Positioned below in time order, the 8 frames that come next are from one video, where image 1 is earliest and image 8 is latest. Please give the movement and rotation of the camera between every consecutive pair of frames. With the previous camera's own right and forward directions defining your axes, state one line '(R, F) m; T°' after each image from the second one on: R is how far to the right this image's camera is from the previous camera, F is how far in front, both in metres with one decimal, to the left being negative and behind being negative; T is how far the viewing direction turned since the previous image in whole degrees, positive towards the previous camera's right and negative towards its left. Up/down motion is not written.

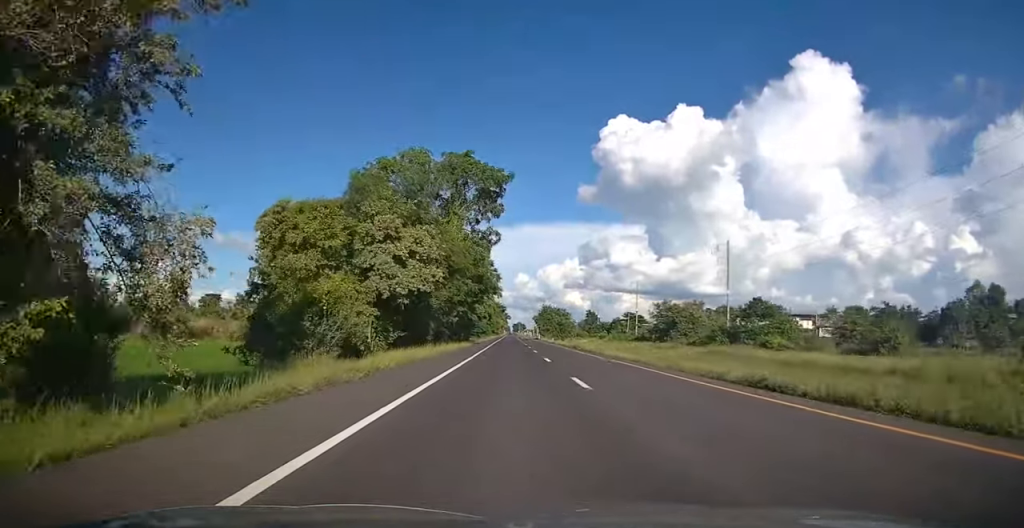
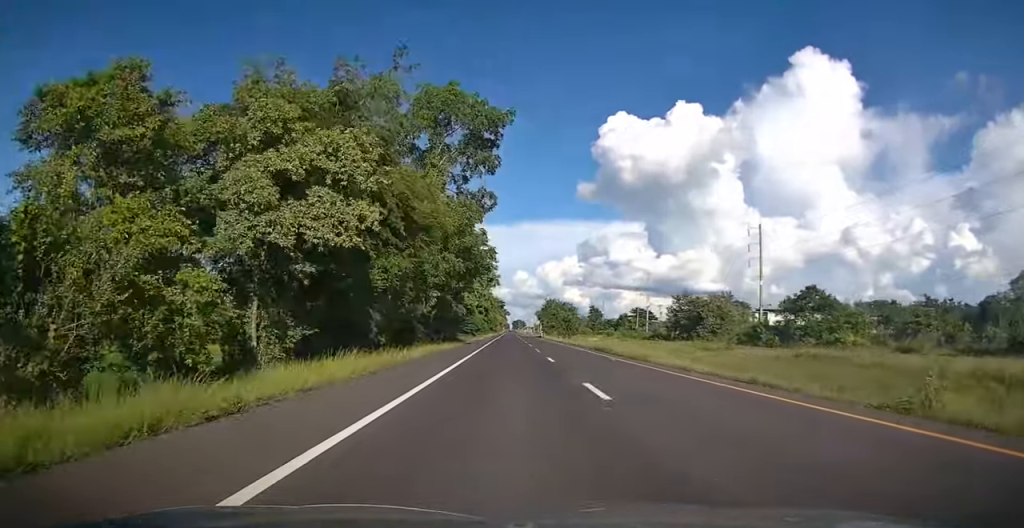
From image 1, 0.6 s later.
(-0.1, +14.6) m; 0°
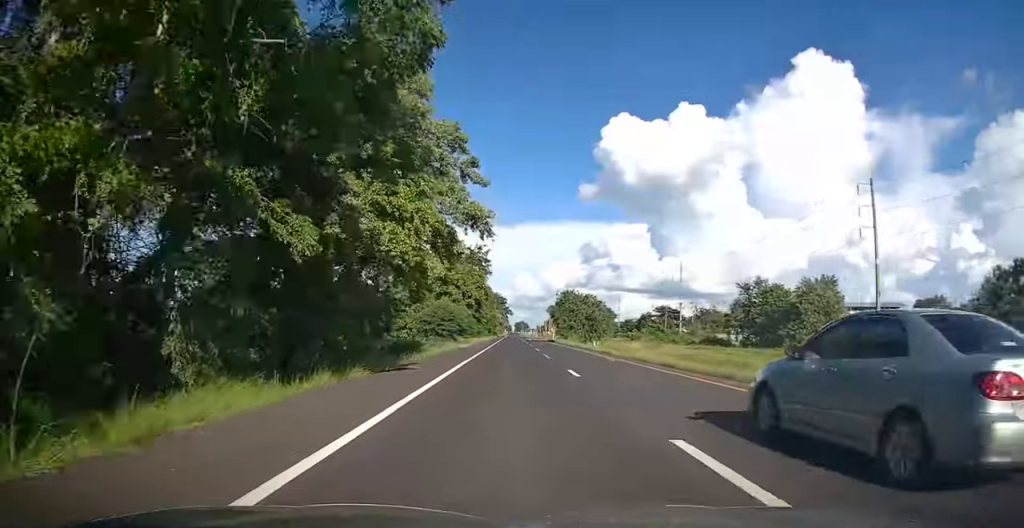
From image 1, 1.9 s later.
(0.0, +31.1) m; 0°
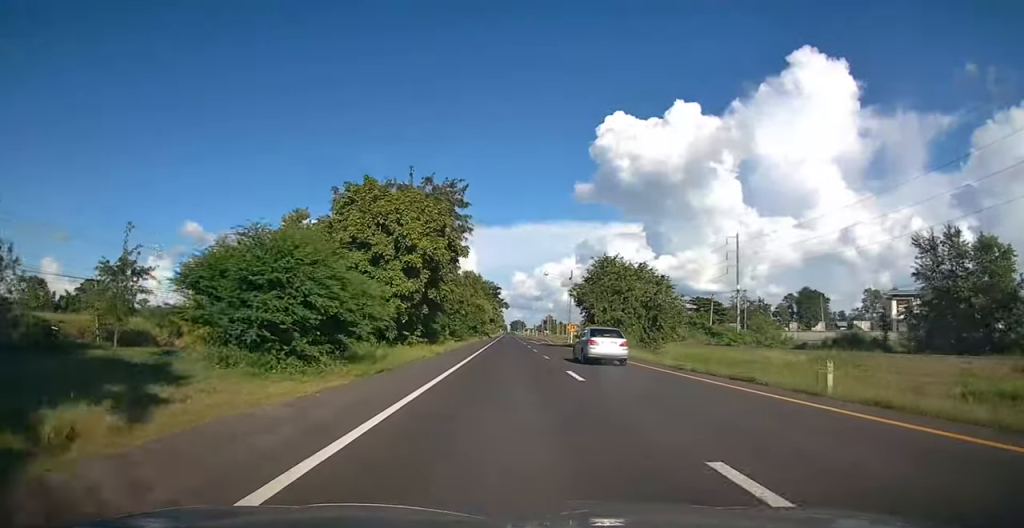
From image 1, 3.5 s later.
(0.0, +37.1) m; 0°
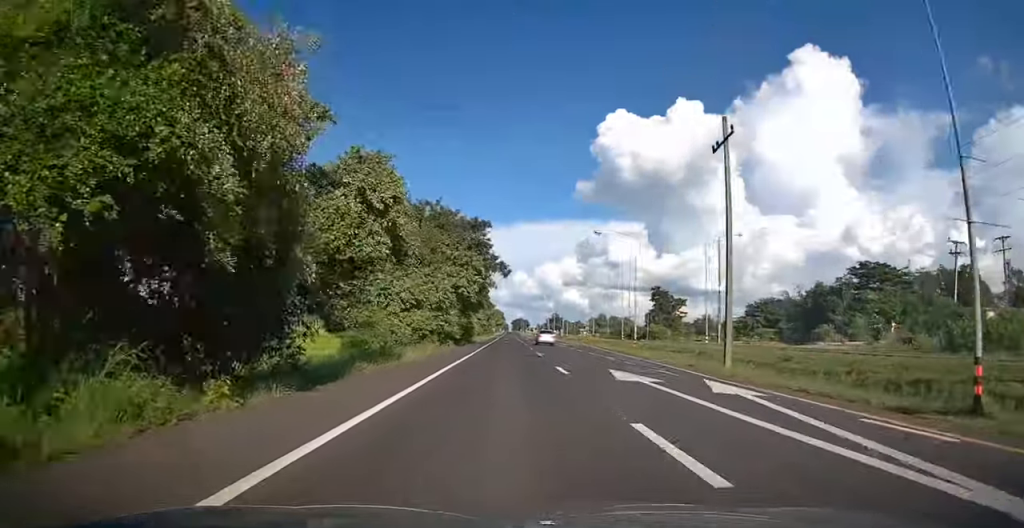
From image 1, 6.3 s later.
(+0.1, +67.4) m; 0°
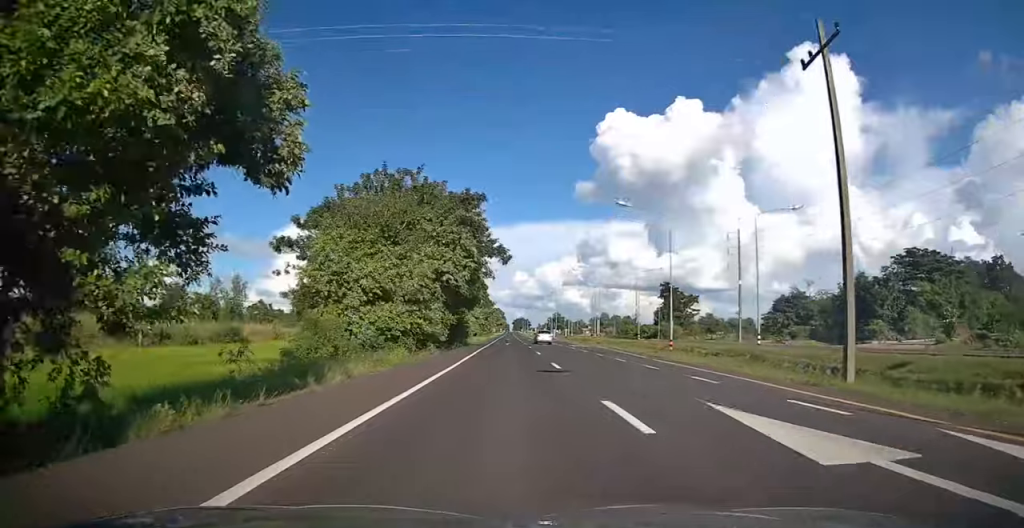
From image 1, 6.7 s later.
(0.0, +10.0) m; 0°
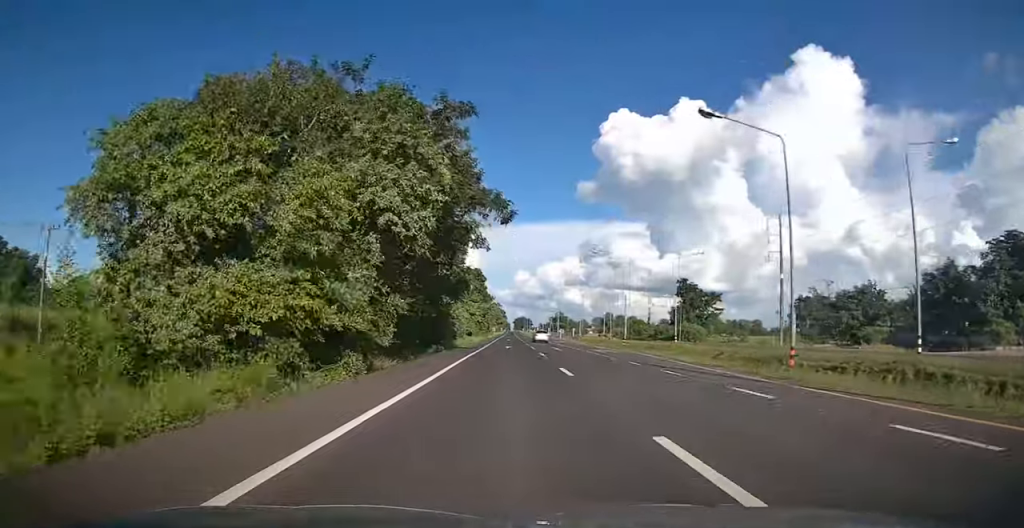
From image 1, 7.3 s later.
(-0.1, +15.2) m; 0°
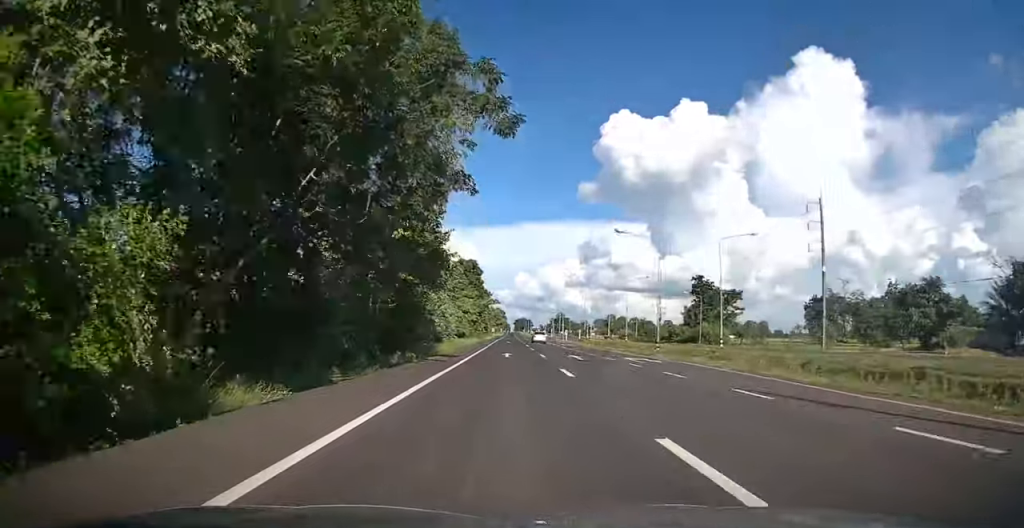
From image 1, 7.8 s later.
(0.0, +12.0) m; 0°
